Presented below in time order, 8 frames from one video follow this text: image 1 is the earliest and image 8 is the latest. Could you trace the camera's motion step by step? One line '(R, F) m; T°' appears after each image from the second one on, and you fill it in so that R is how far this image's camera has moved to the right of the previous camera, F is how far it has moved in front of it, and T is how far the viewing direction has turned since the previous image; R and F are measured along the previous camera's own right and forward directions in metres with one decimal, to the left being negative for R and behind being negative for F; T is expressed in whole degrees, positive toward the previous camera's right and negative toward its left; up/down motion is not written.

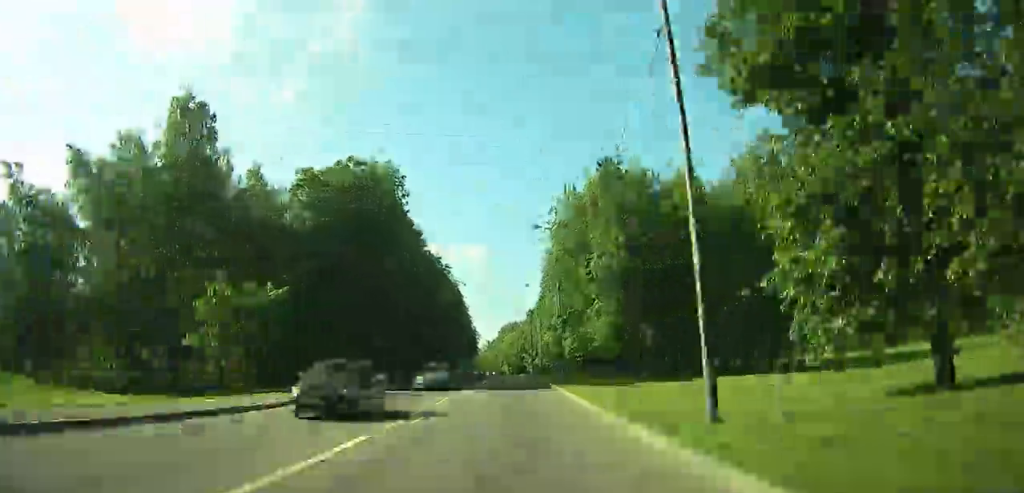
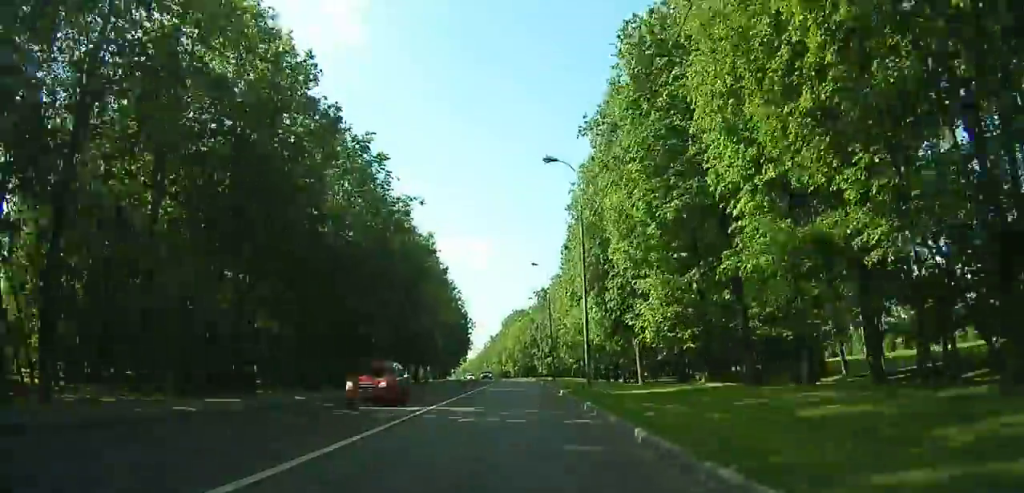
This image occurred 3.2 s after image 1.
(+0.1, +49.0) m; 0°
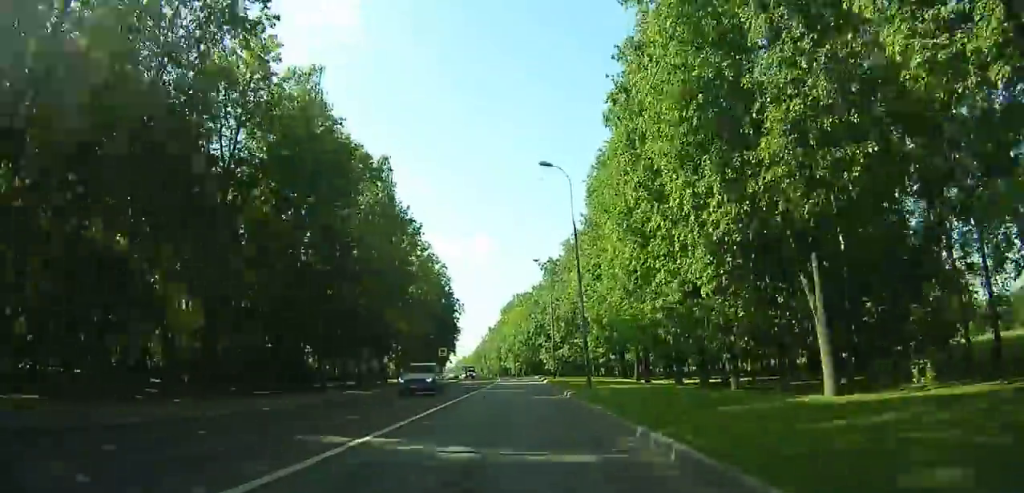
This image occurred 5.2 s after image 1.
(0.0, +29.7) m; 0°
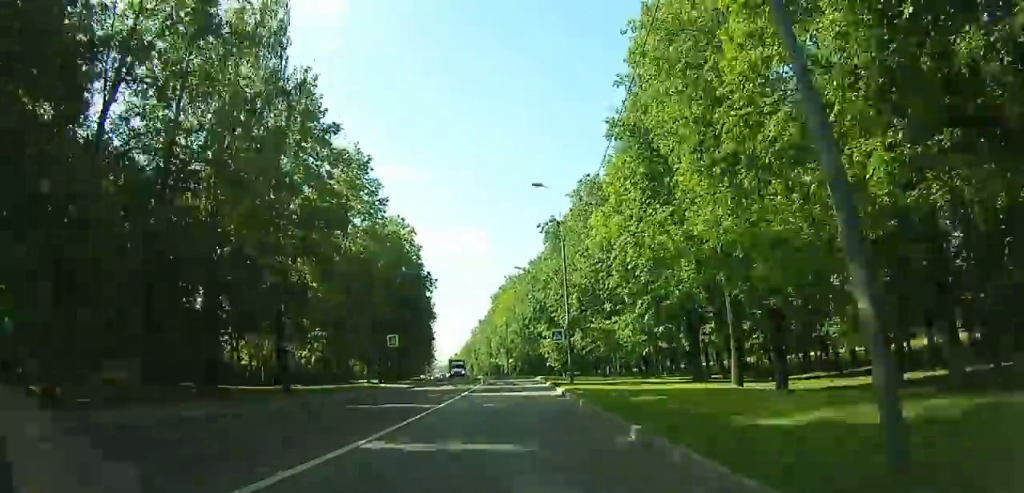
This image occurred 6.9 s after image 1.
(+0.2, +24.1) m; -1°
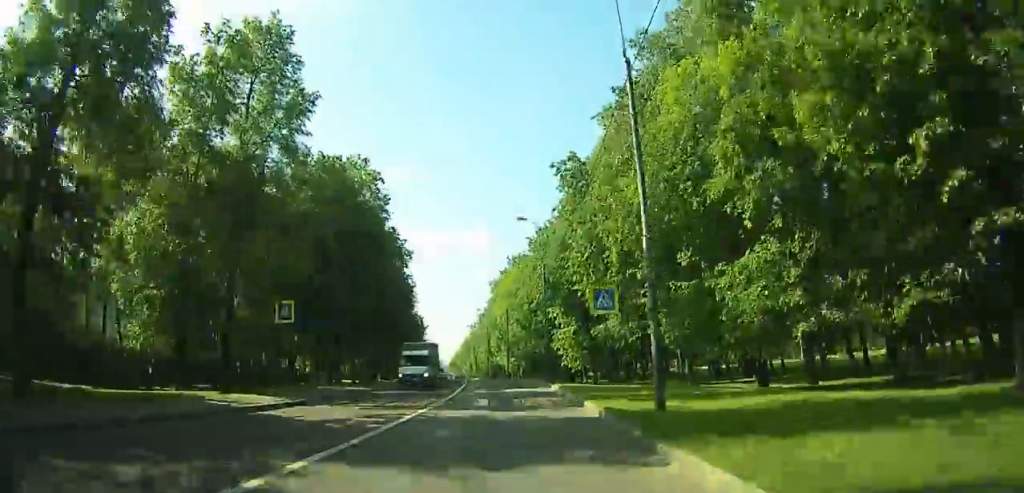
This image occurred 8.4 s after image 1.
(-0.1, +20.5) m; -1°
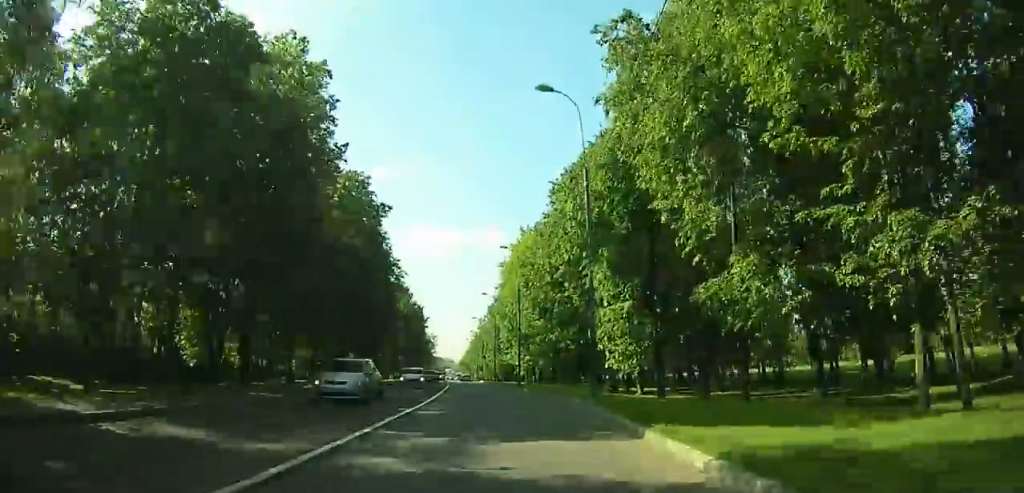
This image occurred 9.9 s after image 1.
(-0.3, +19.5) m; -2°
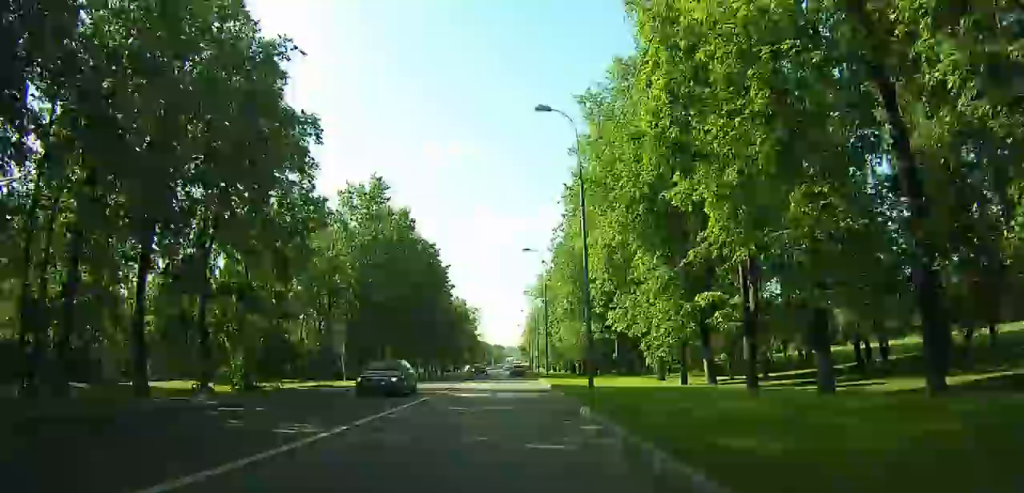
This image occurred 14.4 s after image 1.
(-2.1, +53.6) m; -4°
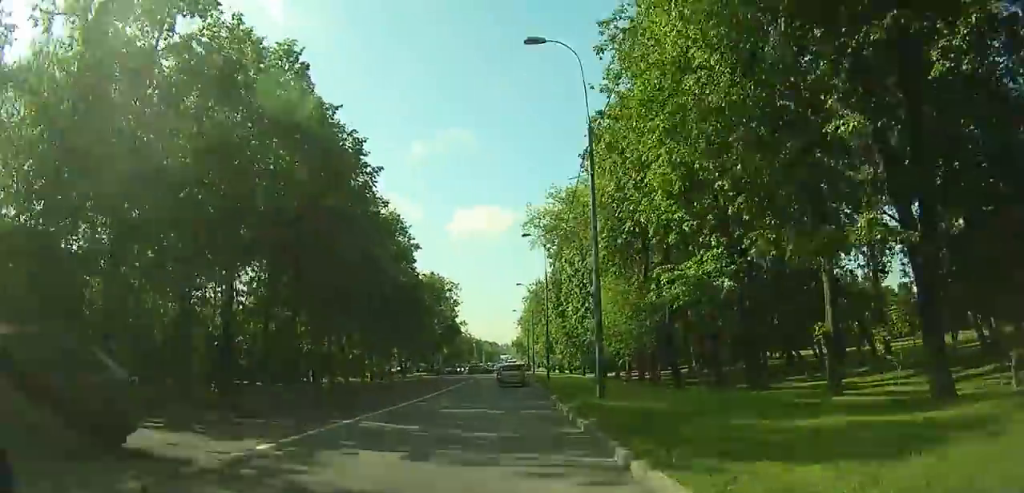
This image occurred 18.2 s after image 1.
(-0.8, +34.4) m; -2°
